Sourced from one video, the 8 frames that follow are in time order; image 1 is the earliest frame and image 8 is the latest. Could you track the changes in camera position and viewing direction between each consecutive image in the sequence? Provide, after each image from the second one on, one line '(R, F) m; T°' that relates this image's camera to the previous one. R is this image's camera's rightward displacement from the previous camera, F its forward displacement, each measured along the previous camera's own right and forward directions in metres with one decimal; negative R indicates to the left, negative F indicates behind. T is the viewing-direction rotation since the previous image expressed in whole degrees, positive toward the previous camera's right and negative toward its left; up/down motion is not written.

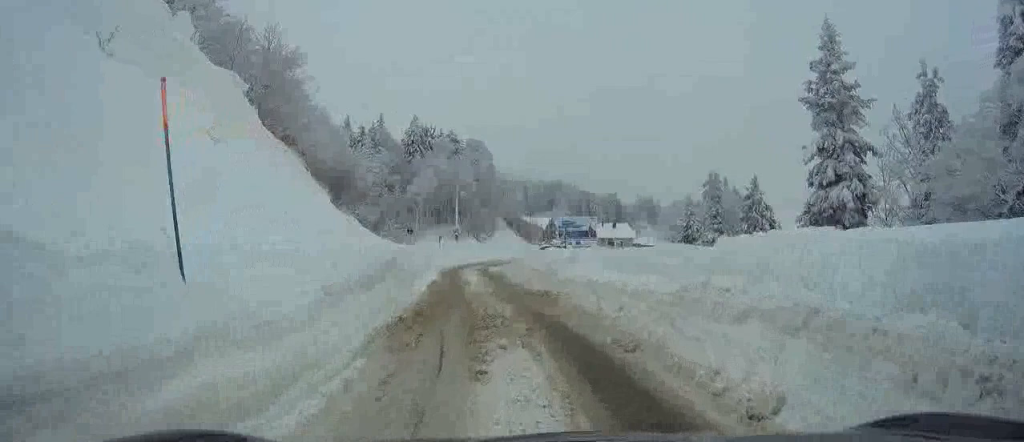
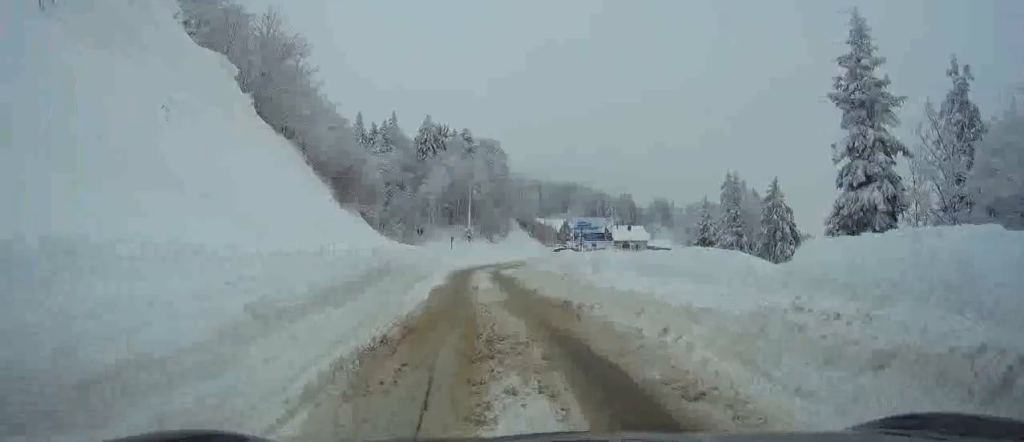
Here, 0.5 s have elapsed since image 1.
(0.0, +2.1) m; -1°
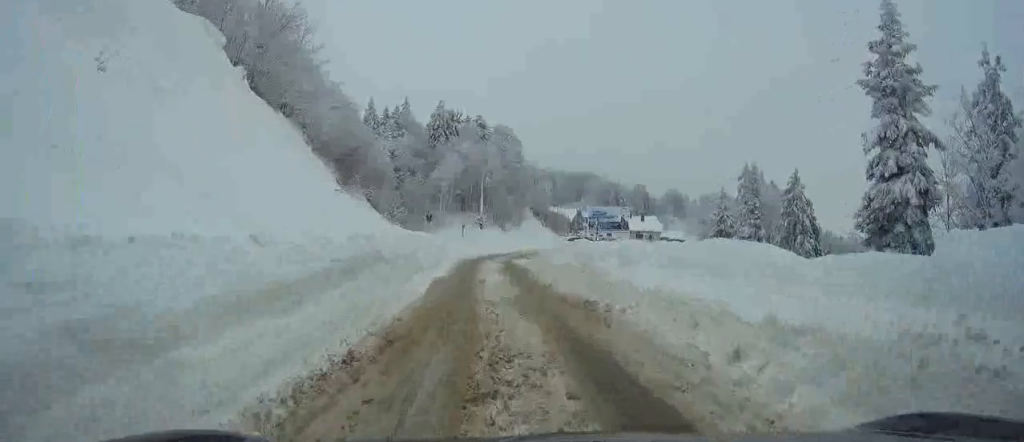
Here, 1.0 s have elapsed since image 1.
(+0.1, +2.3) m; +1°
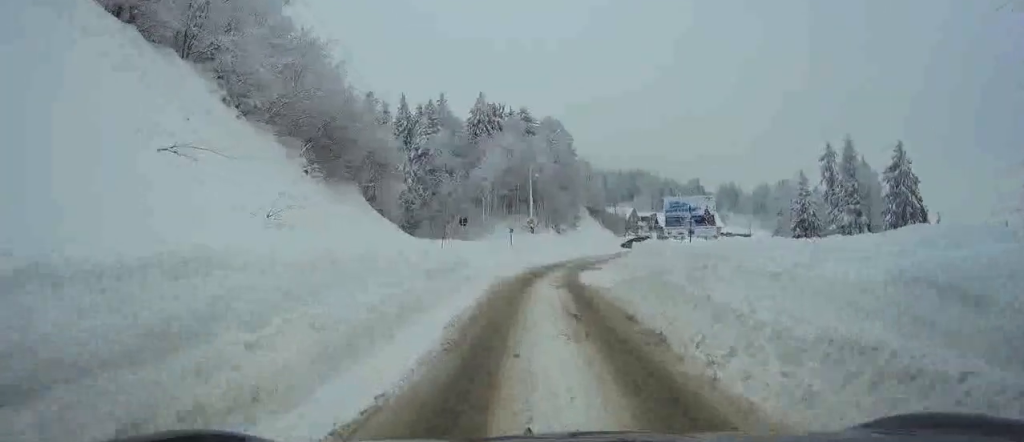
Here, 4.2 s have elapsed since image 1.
(-0.6, +13.3) m; -5°
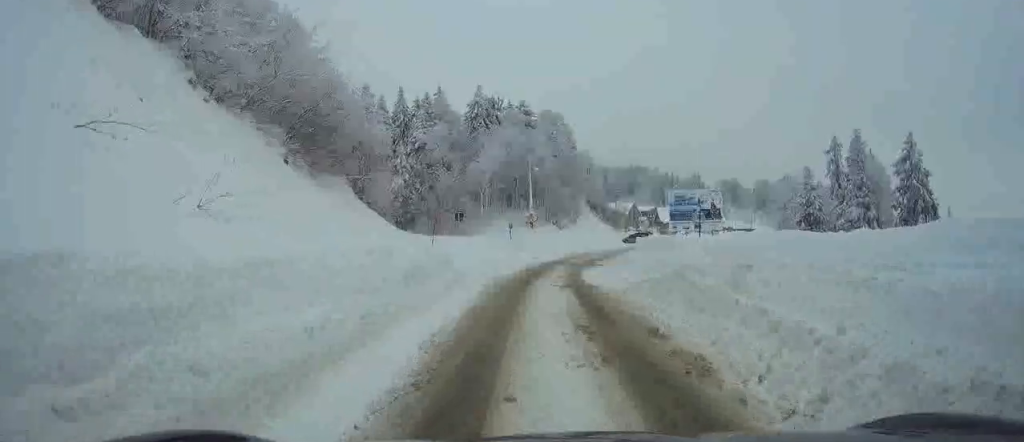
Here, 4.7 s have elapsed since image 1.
(0.0, +2.0) m; -1°
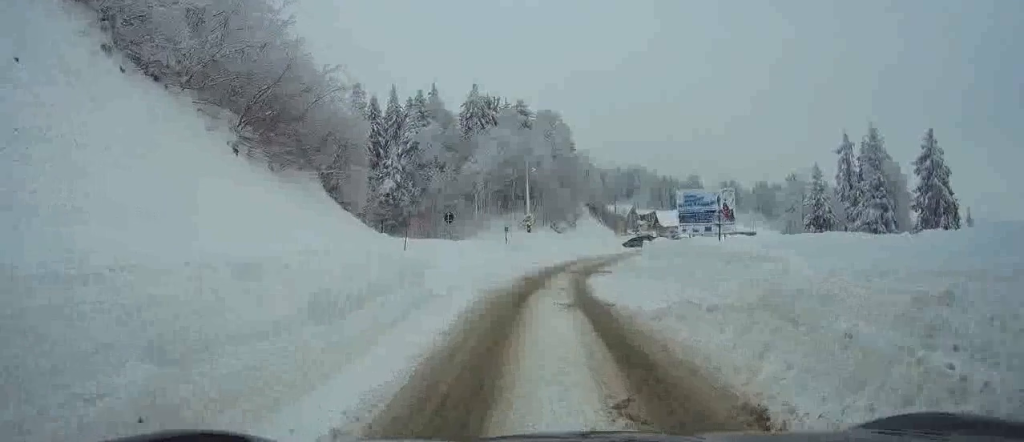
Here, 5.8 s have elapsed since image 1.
(-0.1, +4.0) m; 0°
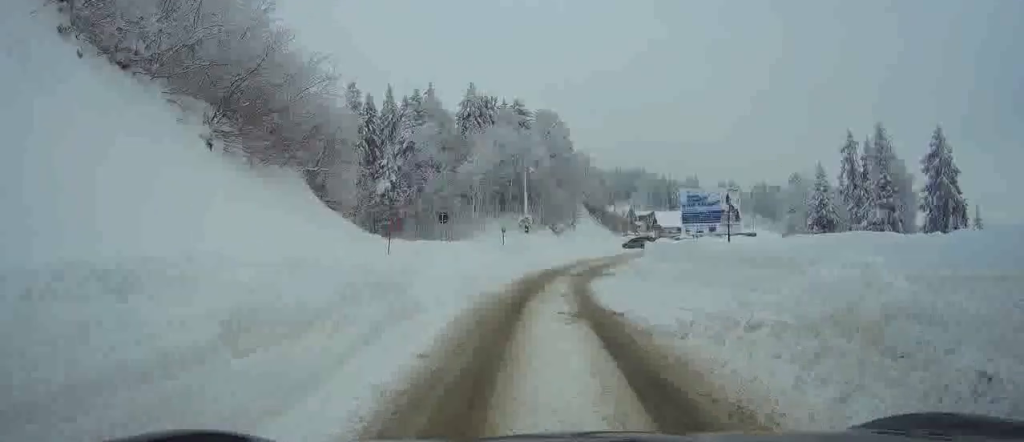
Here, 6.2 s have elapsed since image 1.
(0.0, +1.5) m; 0°
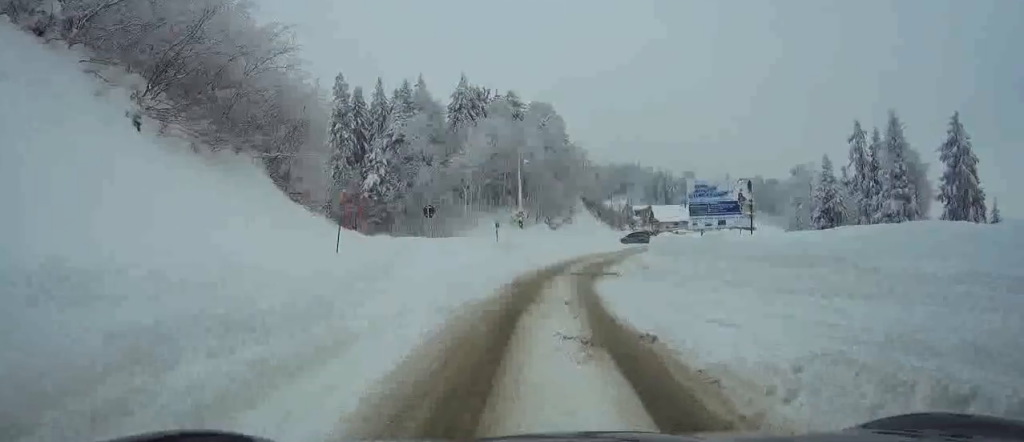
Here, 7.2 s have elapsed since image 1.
(+0.1, +3.3) m; +1°
